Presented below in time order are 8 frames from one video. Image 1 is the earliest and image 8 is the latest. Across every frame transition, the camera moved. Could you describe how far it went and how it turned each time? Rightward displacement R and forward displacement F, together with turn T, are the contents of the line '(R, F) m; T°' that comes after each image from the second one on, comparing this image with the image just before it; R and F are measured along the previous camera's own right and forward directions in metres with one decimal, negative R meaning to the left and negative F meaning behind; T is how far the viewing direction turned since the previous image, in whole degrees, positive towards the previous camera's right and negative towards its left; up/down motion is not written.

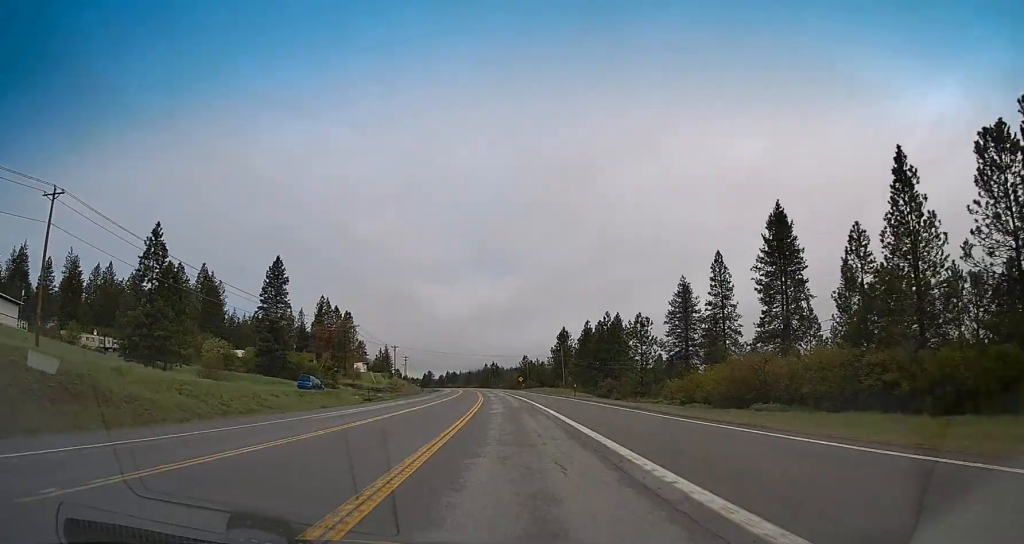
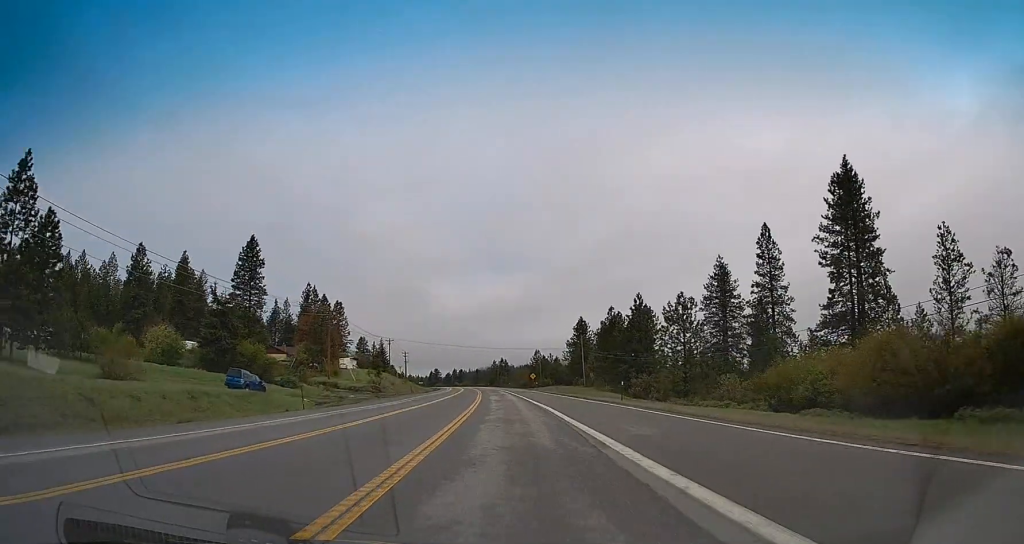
(0.0, +23.3) m; -1°
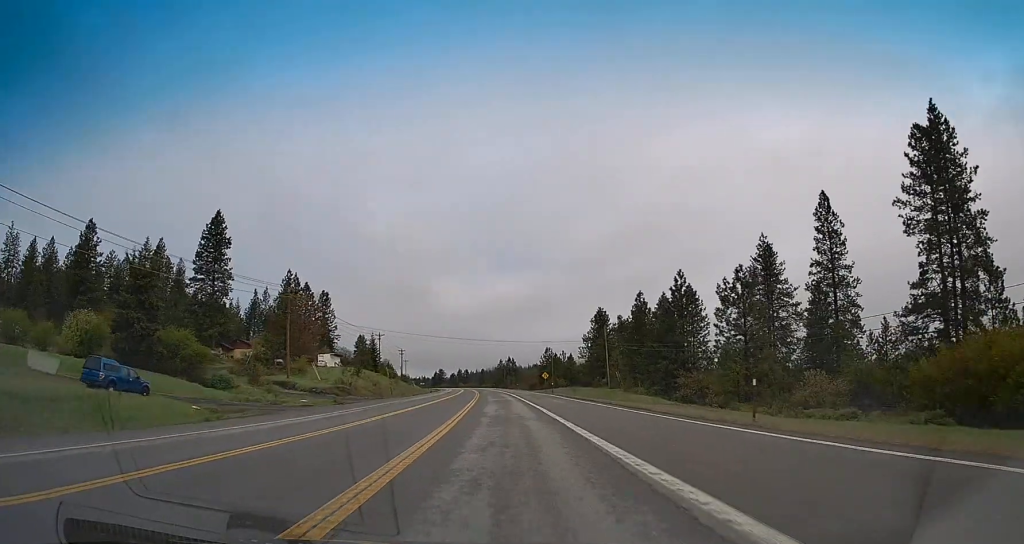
(-0.3, +22.4) m; -1°
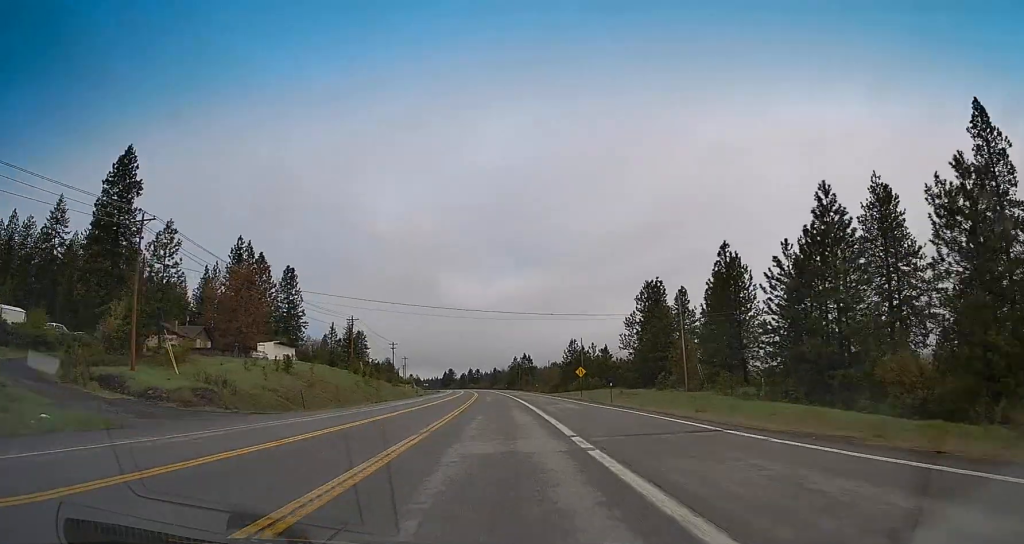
(-0.3, +38.8) m; -1°
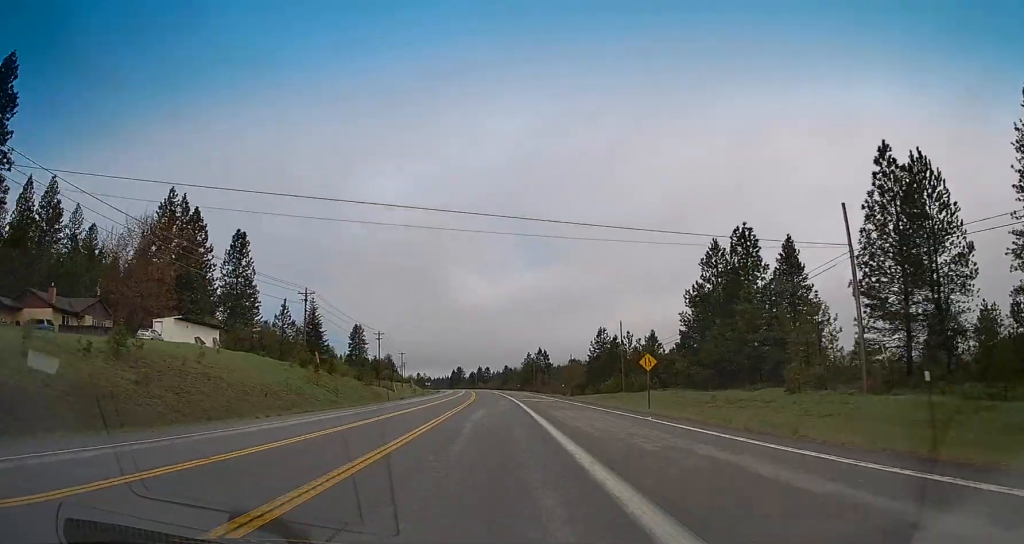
(0.0, +32.4) m; -2°
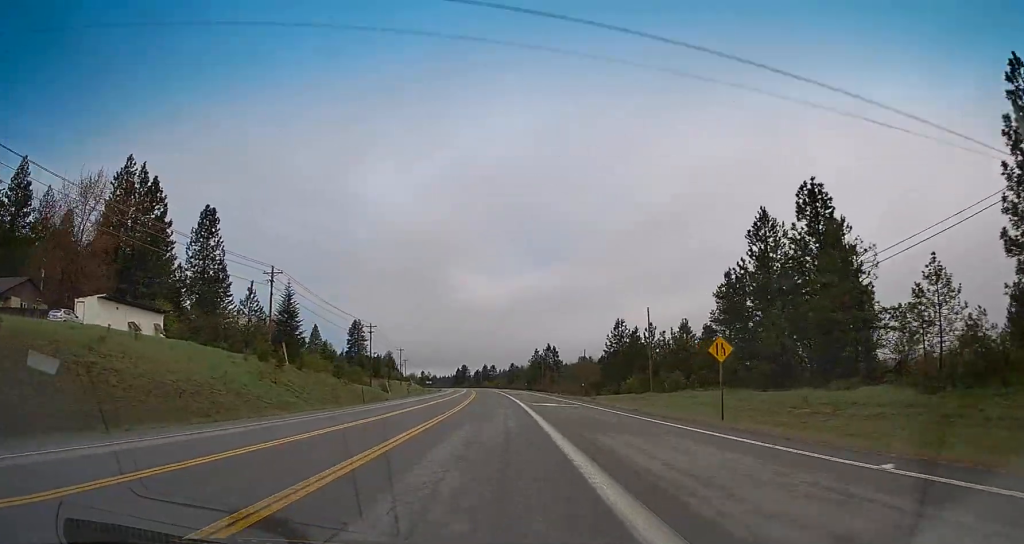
(-0.3, +14.4) m; -1°
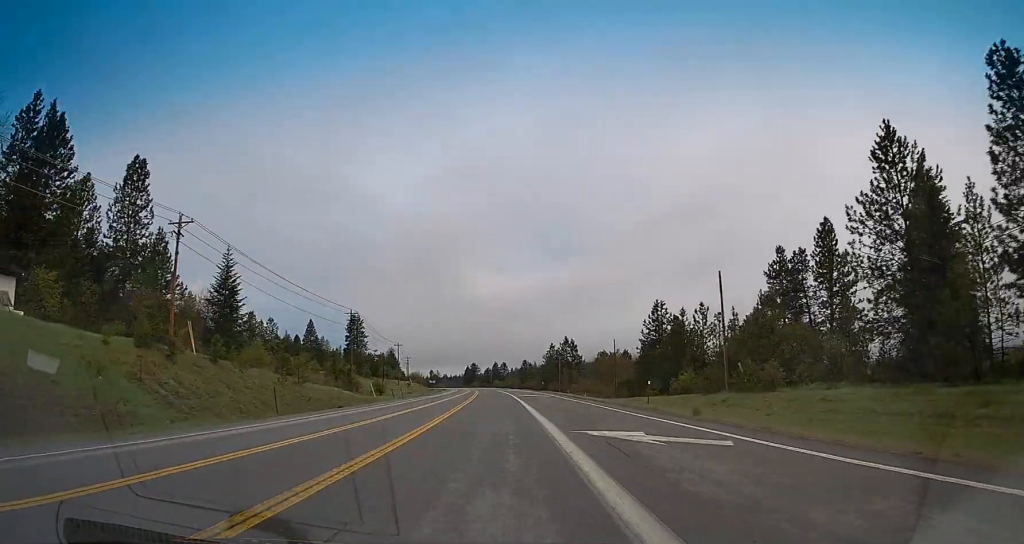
(-0.4, +23.4) m; -1°
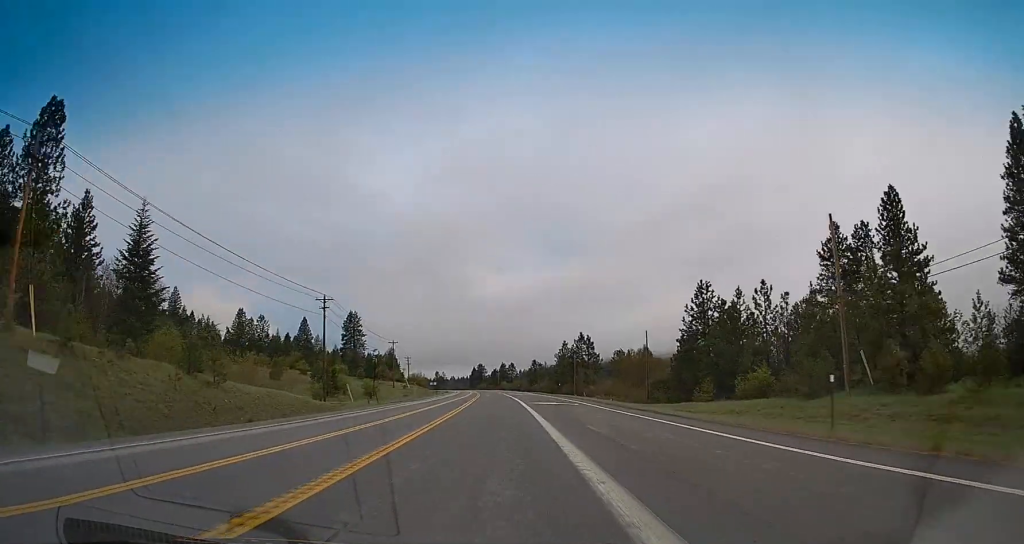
(+0.2, +18.9) m; -1°
